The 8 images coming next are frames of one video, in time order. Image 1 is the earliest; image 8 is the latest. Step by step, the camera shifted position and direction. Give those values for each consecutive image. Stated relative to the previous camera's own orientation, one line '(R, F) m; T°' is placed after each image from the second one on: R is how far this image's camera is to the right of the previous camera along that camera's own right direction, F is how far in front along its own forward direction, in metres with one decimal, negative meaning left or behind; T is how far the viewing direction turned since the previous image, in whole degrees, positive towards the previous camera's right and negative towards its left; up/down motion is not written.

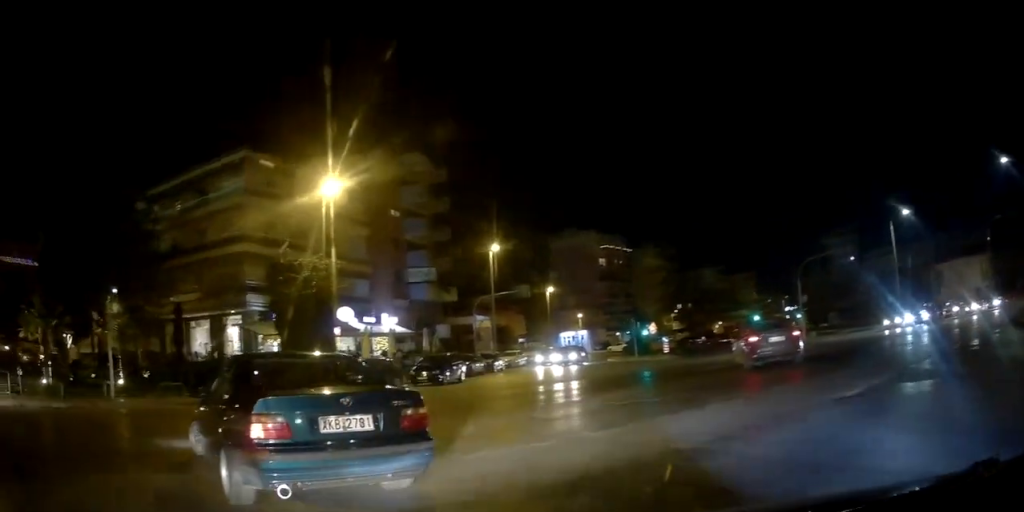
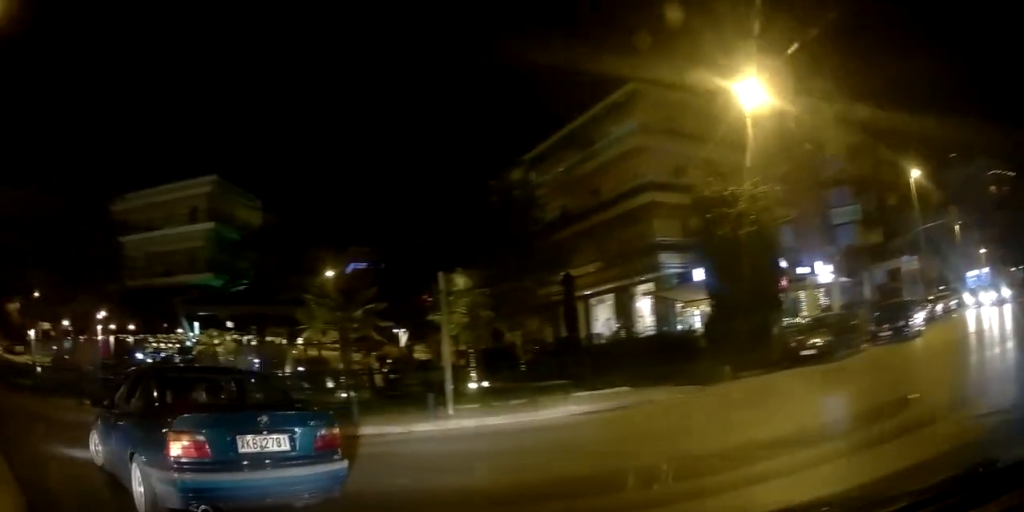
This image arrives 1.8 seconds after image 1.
(-2.7, +6.5) m; -46°
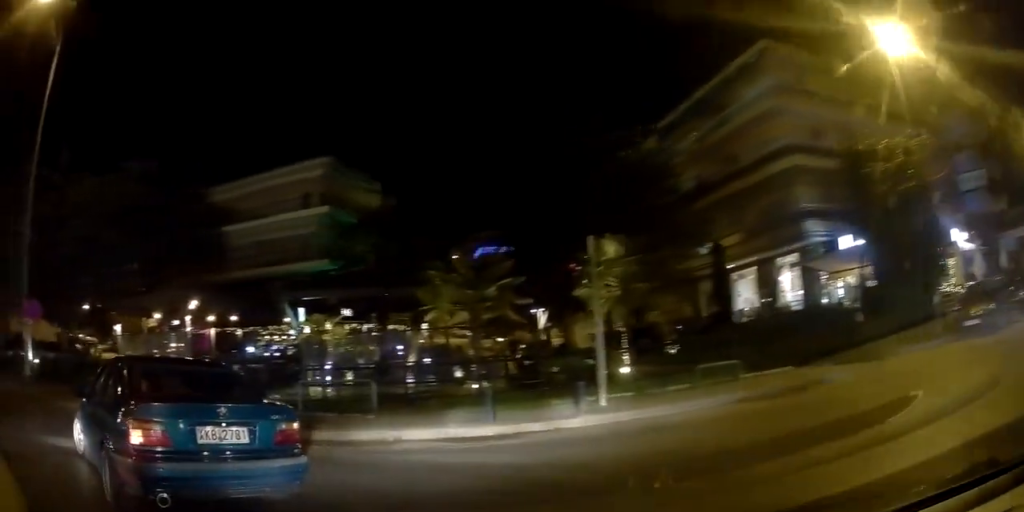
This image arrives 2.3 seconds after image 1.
(-0.5, +1.9) m; -11°
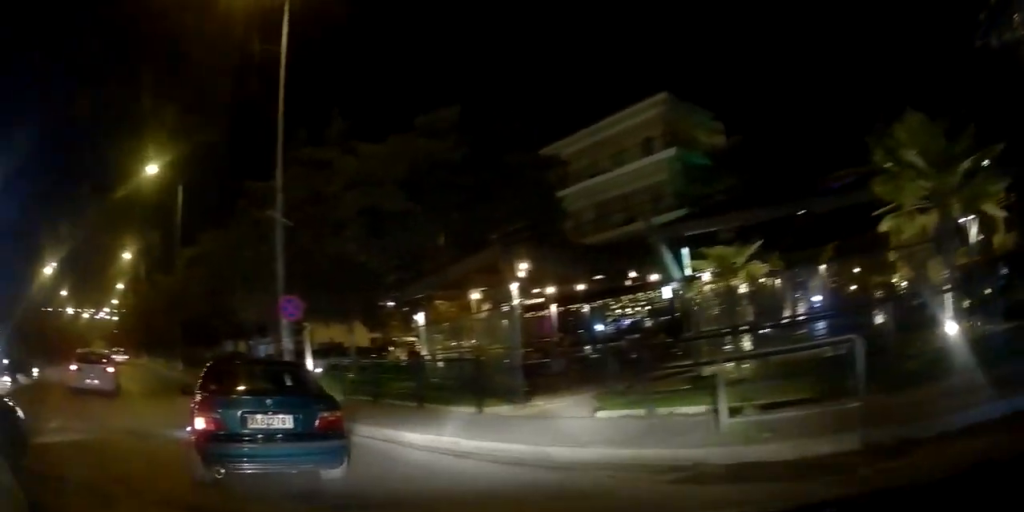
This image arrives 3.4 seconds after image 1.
(-1.2, +4.9) m; -25°
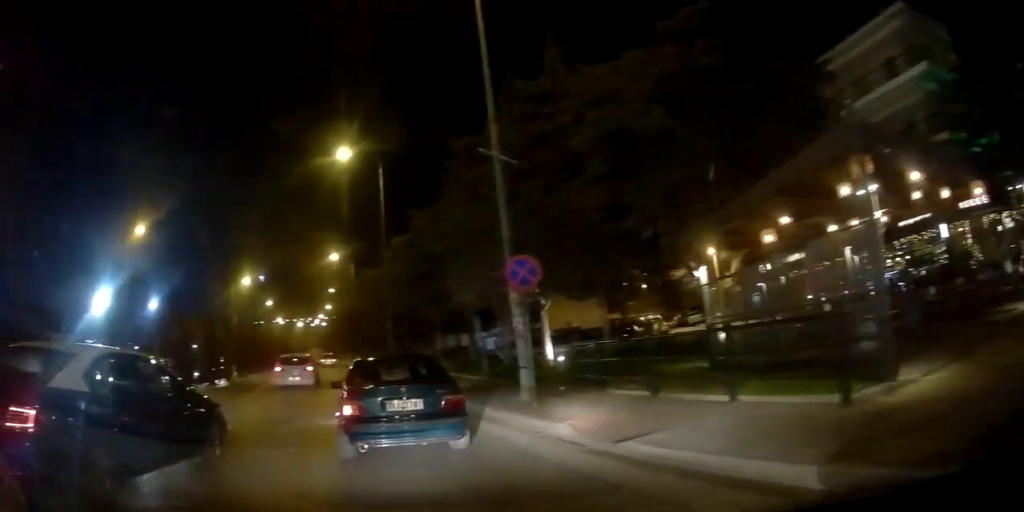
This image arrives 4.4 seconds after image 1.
(-0.9, +4.8) m; -14°
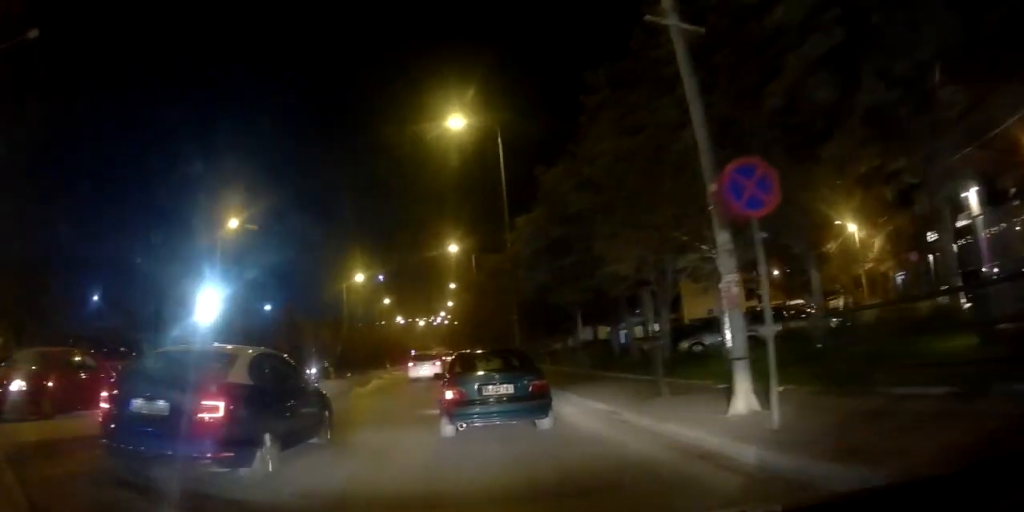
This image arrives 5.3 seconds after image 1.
(-0.4, +5.2) m; -5°
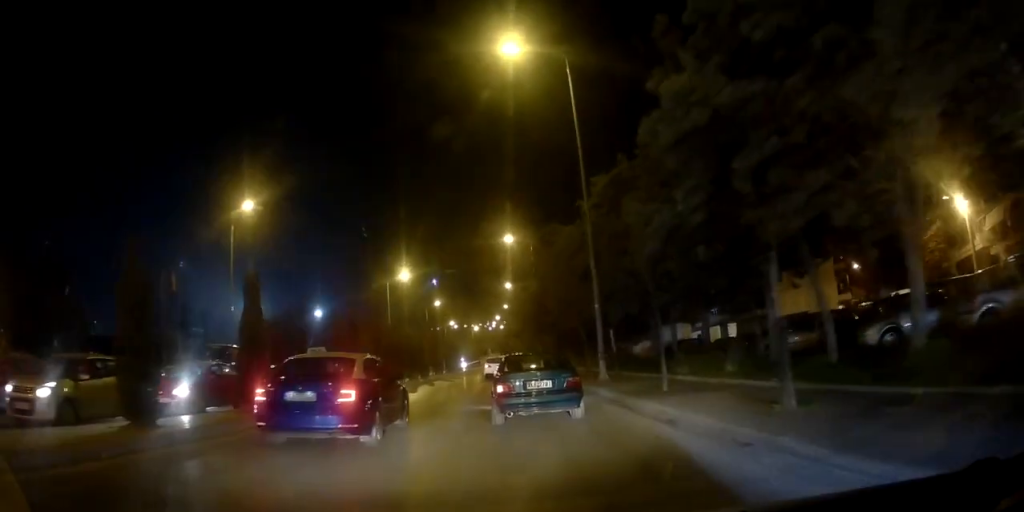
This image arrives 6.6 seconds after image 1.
(-0.2, +9.5) m; -2°
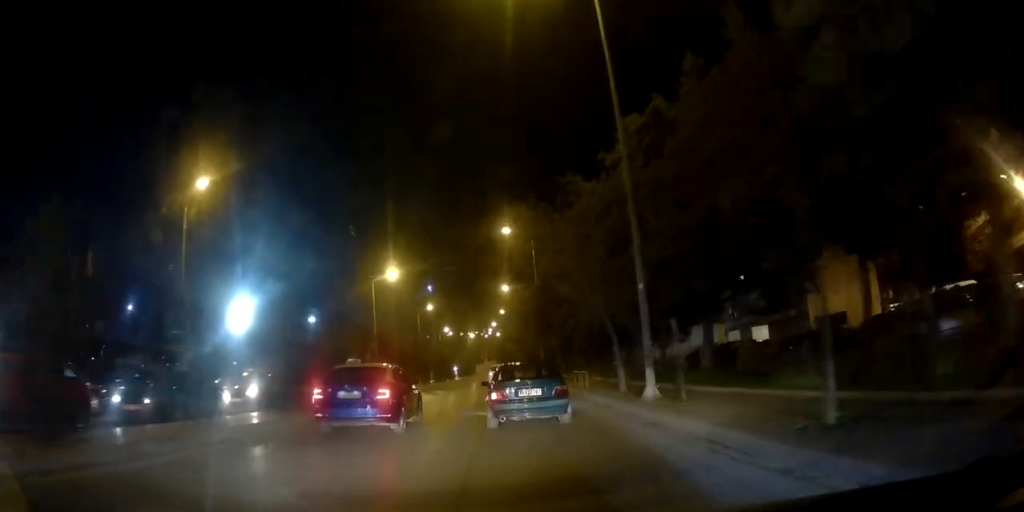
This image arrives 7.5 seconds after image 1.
(-0.1, +8.1) m; +1°
